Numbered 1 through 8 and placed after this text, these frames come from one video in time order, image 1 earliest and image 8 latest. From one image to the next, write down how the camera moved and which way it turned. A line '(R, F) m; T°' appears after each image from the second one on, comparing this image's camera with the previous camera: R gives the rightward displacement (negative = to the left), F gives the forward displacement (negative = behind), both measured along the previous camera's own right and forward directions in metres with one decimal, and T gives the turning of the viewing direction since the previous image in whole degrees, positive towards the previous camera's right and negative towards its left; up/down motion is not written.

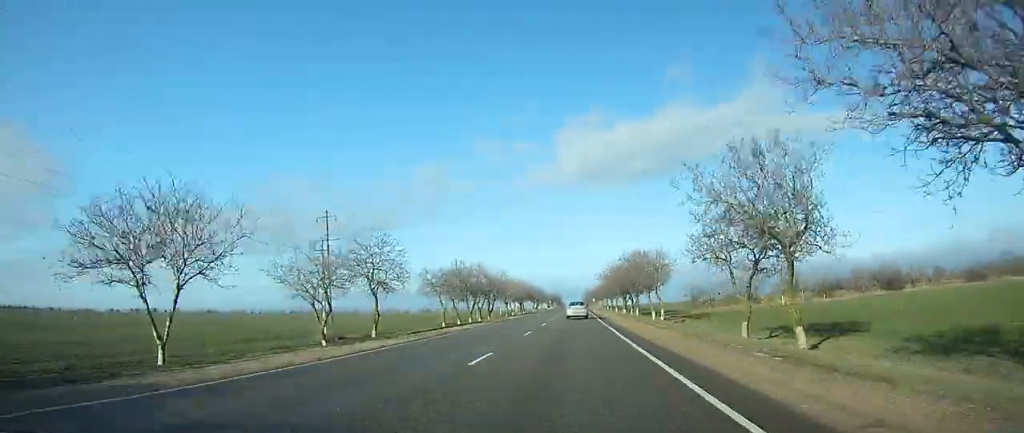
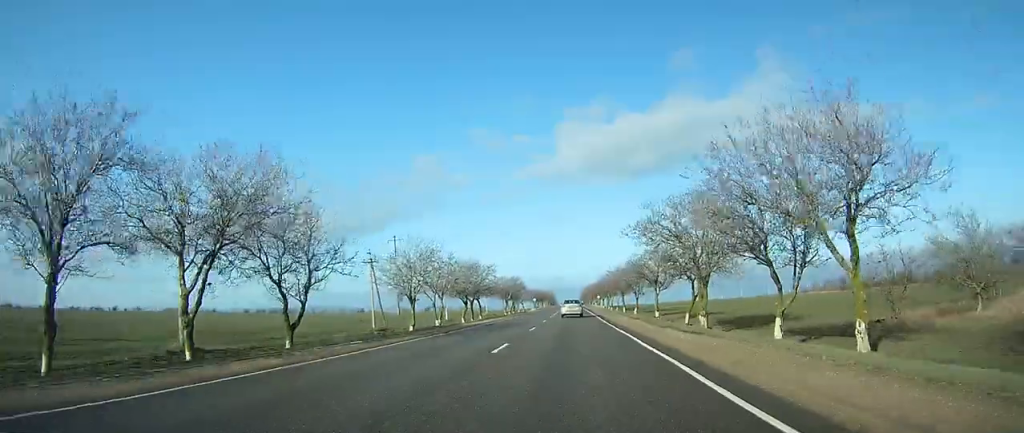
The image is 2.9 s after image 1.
(+0.9, +72.1) m; +1°
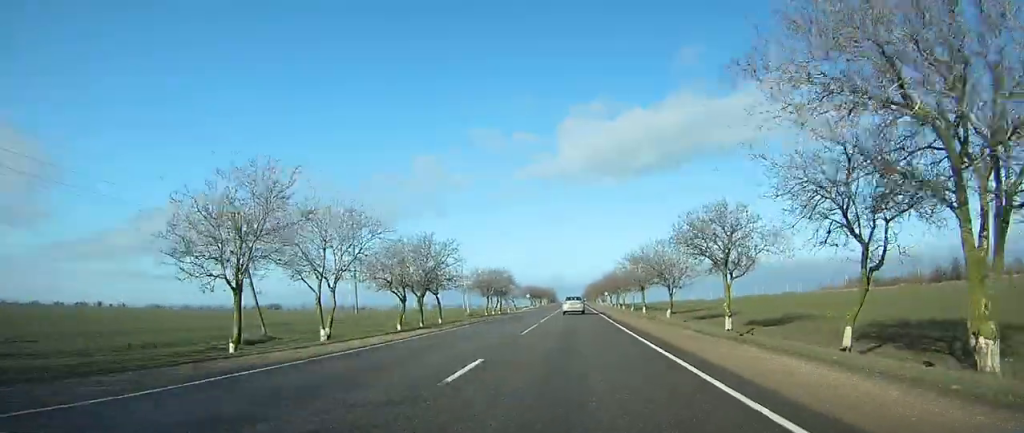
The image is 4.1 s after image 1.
(0.0, +29.8) m; 0°
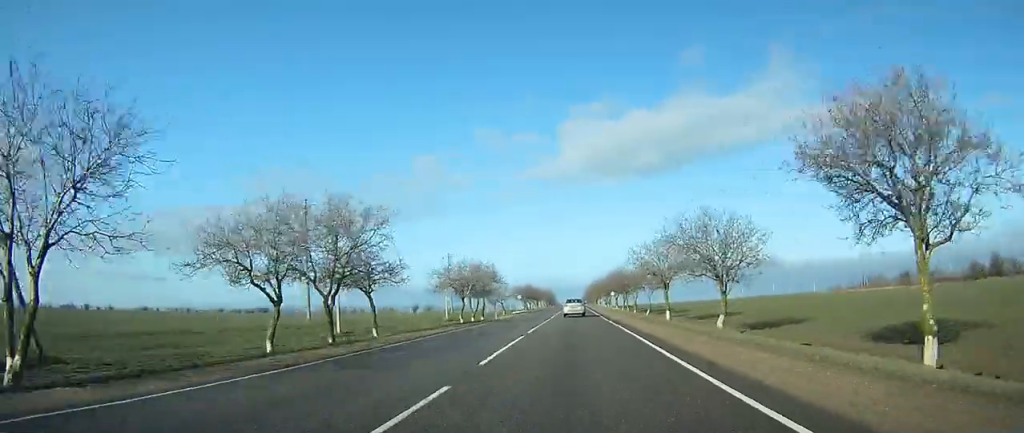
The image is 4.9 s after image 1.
(+0.1, +21.3) m; 0°
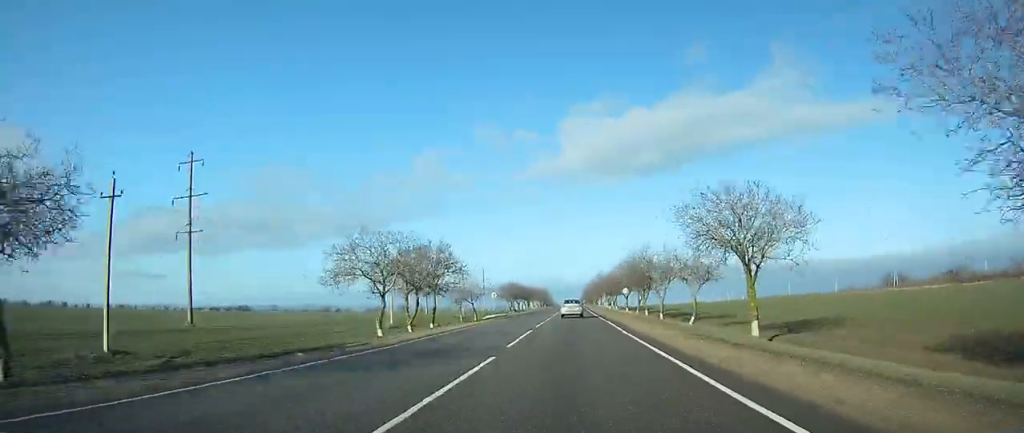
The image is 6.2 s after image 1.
(+0.1, +31.0) m; 0°
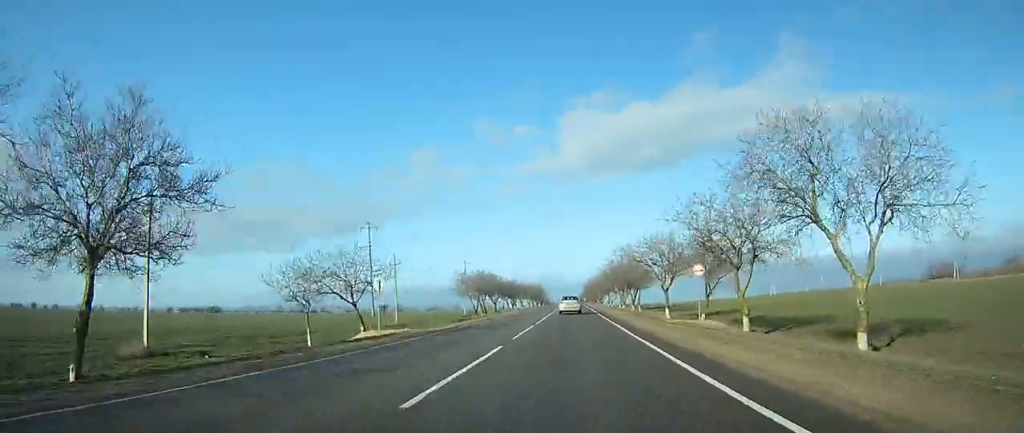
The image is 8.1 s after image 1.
(0.0, +45.4) m; 0°
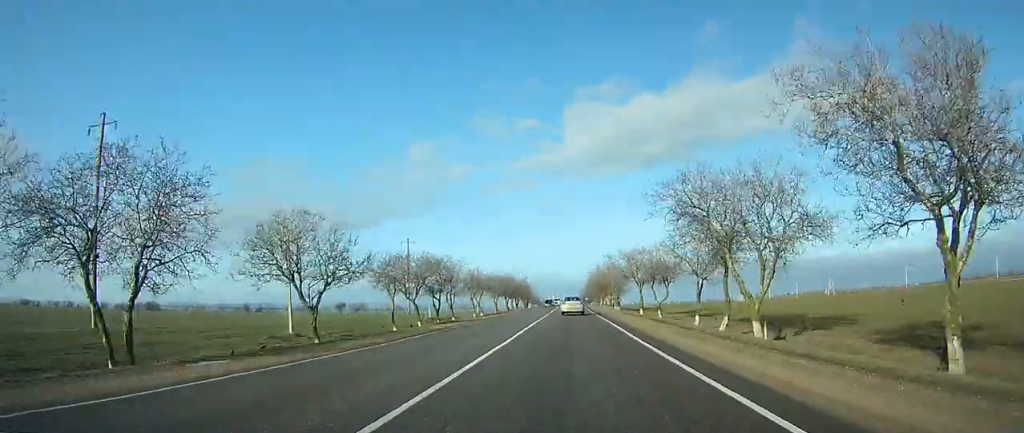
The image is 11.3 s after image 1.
(+0.4, +77.6) m; 0°
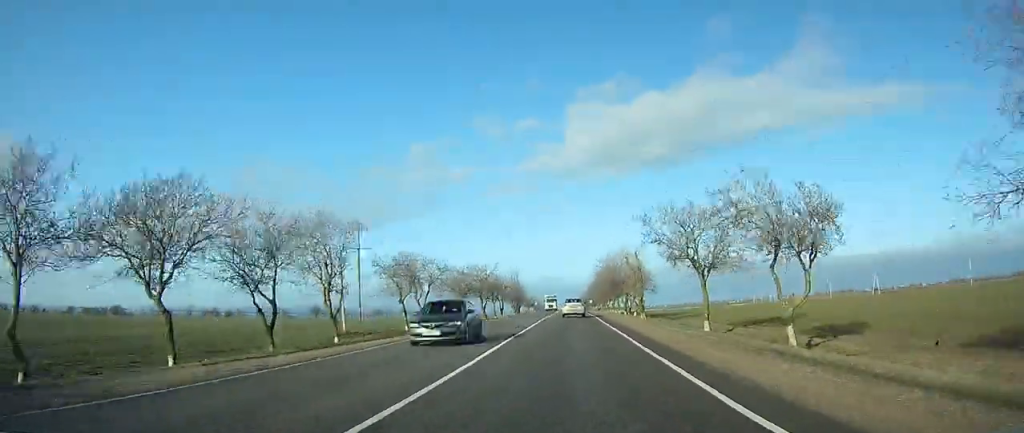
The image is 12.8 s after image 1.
(0.0, +37.1) m; 0°
